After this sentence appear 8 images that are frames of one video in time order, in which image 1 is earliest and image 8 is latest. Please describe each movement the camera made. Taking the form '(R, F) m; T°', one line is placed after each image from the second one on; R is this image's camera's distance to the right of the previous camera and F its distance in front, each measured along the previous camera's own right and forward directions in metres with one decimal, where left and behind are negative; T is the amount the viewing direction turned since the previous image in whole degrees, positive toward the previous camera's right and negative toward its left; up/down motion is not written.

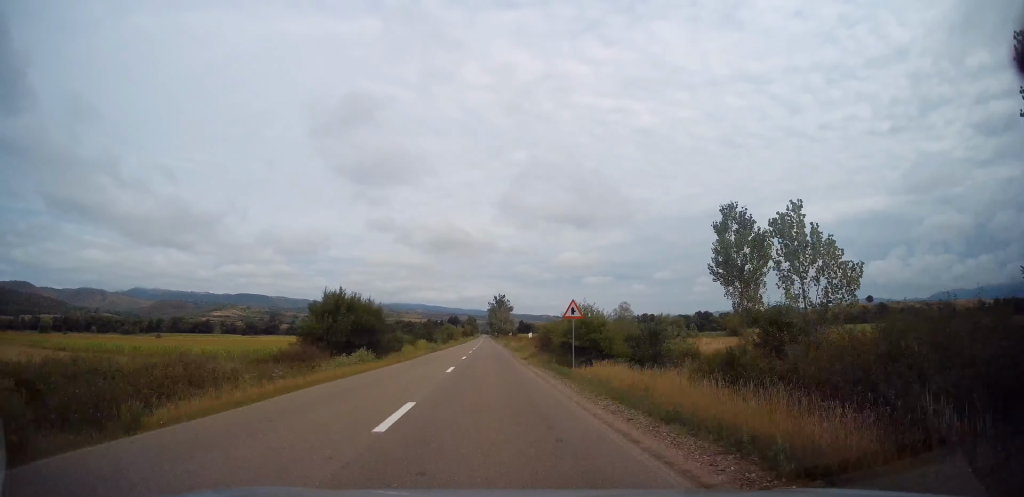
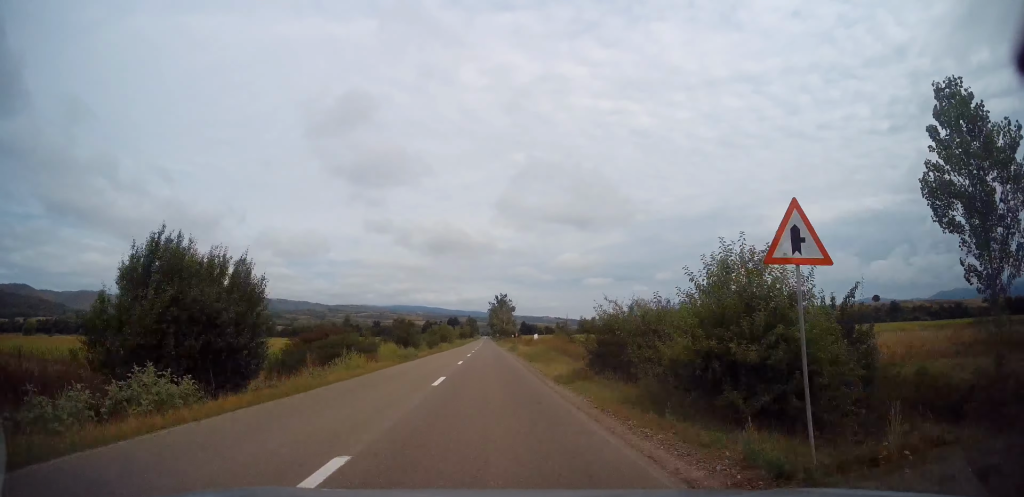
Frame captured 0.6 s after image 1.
(-0.2, +16.1) m; 0°
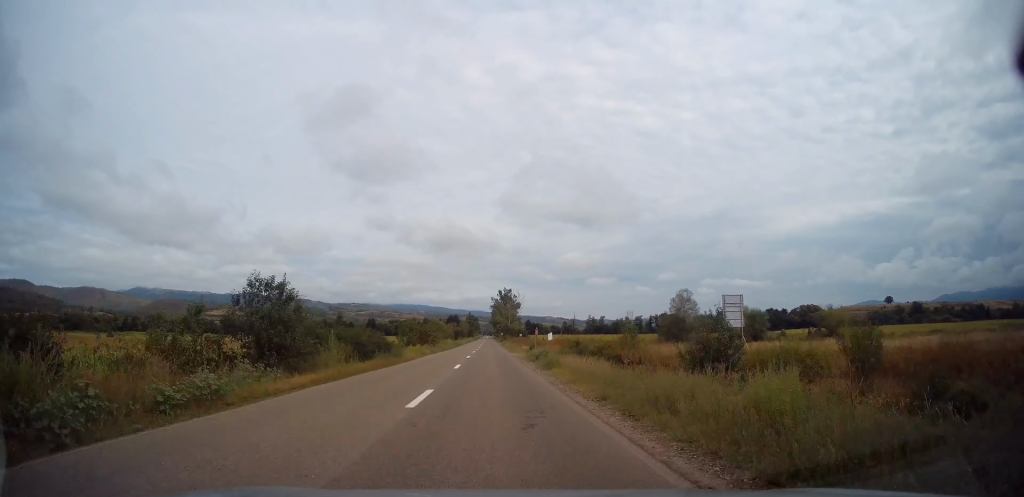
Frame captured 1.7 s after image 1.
(+0.1, +28.0) m; 0°
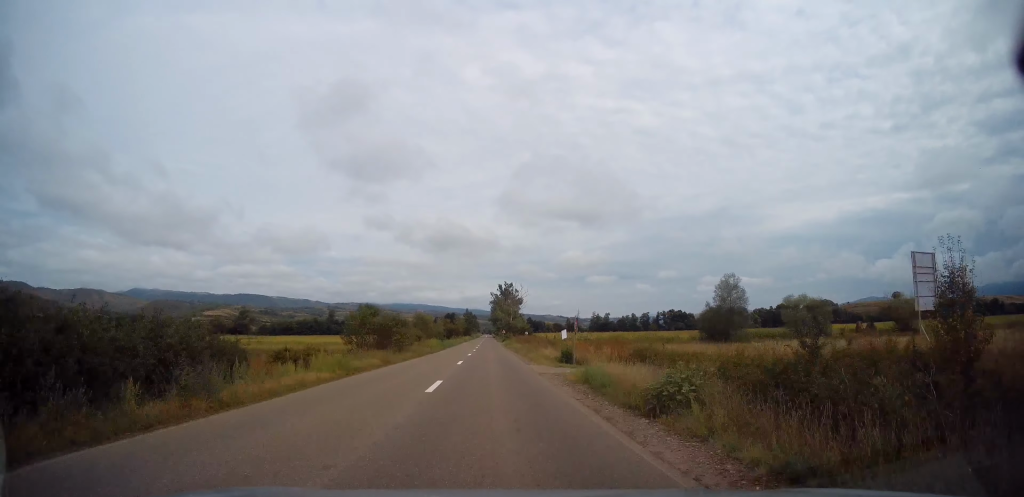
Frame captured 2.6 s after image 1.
(-0.1, +21.2) m; 0°
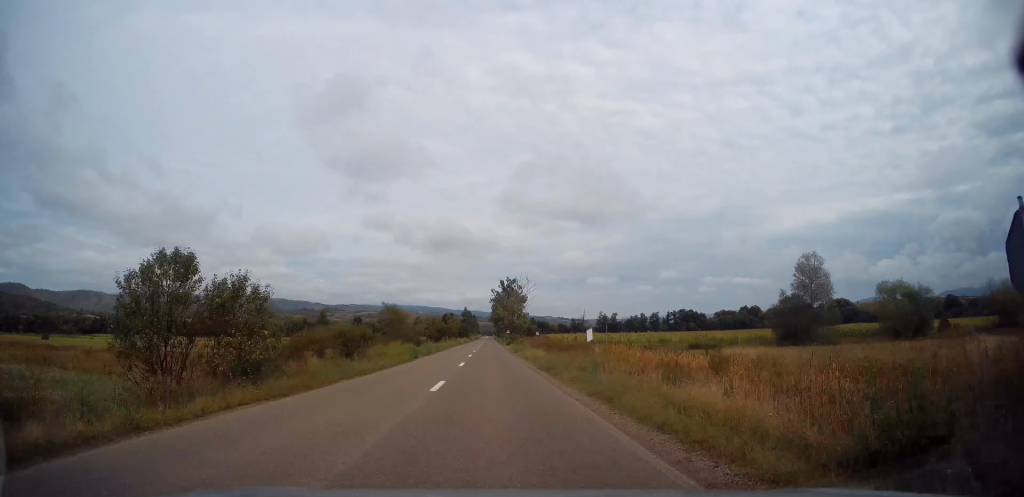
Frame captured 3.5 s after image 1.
(0.0, +22.9) m; 0°
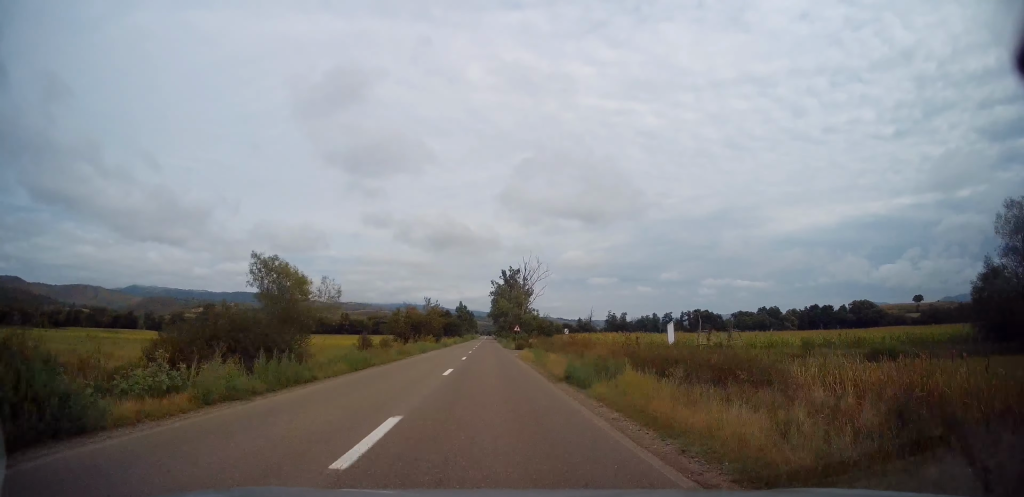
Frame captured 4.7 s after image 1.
(0.0, +31.3) m; 0°
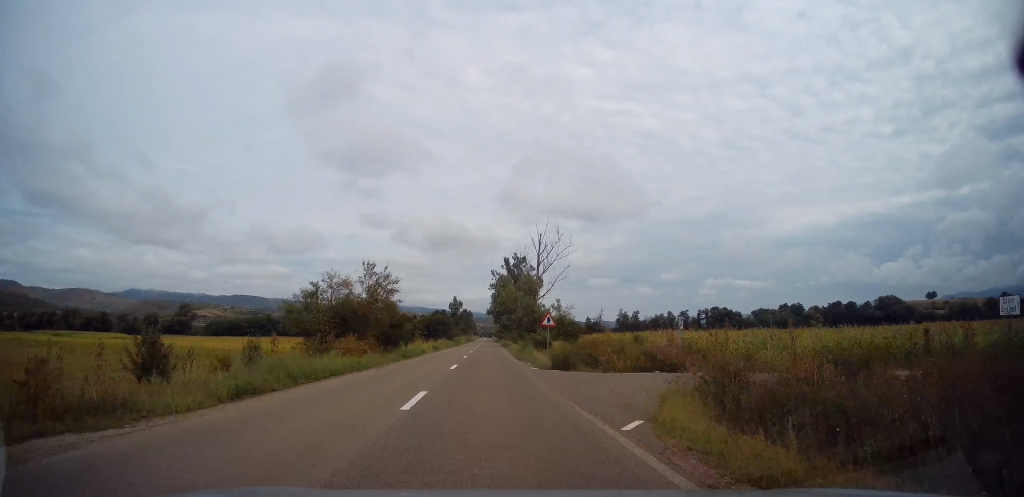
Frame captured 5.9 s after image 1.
(+0.2, +31.0) m; 0°
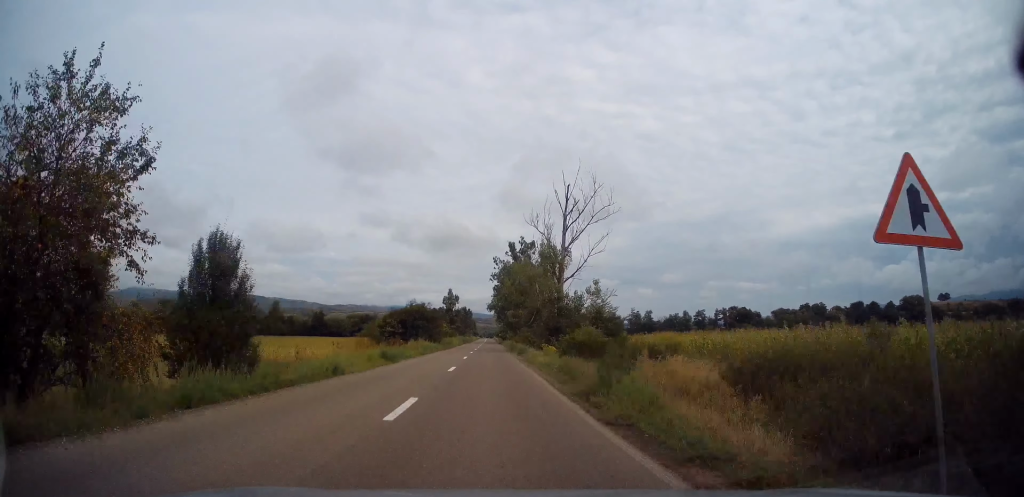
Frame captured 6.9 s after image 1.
(-0.2, +24.9) m; 0°
